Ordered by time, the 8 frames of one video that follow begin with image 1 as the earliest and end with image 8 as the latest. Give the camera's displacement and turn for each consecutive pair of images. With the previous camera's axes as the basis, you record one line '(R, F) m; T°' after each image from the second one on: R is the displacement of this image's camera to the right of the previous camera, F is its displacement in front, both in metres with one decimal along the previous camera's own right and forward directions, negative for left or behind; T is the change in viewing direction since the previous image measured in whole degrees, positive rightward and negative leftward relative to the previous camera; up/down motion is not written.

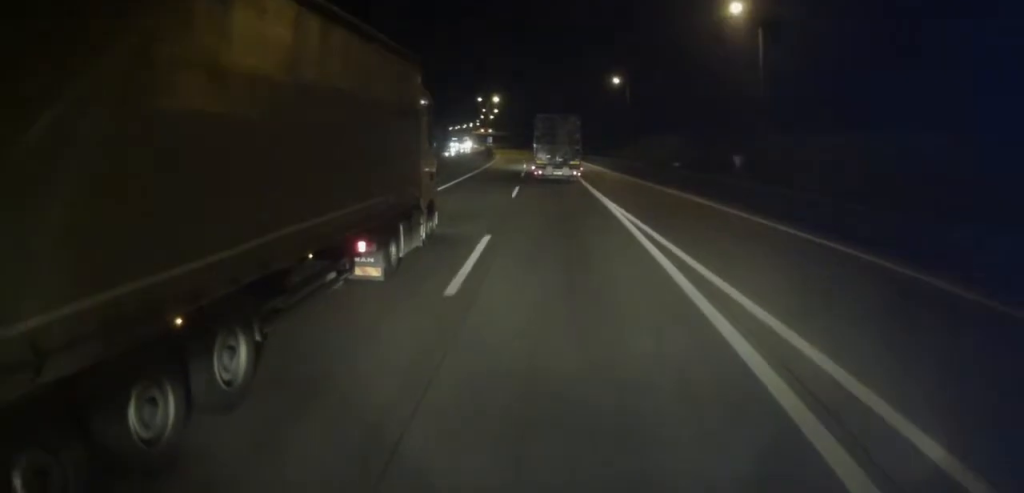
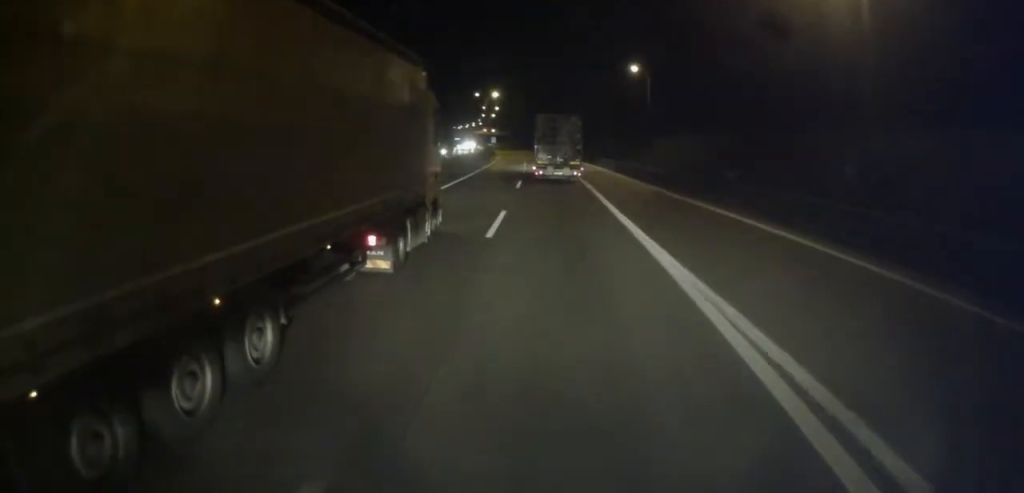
(0.0, +12.2) m; -1°
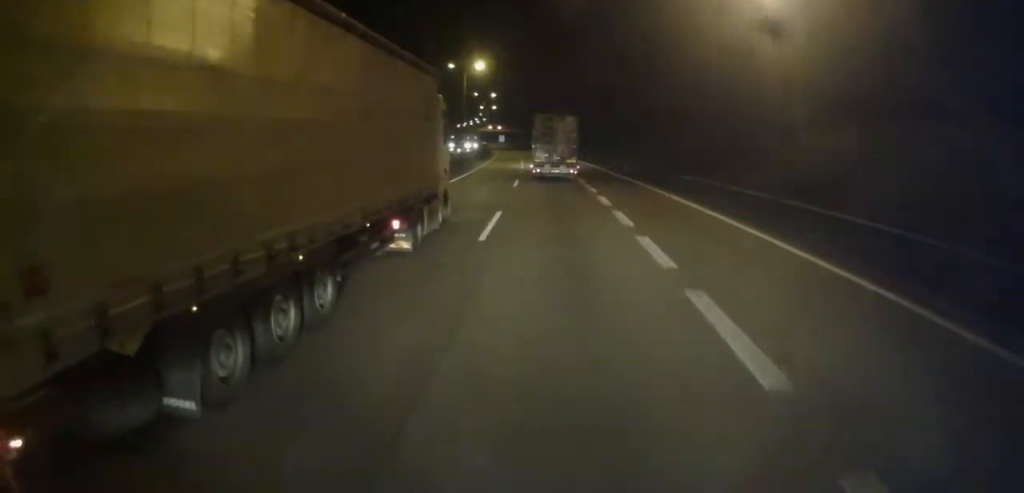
(-0.8, +39.2) m; -2°
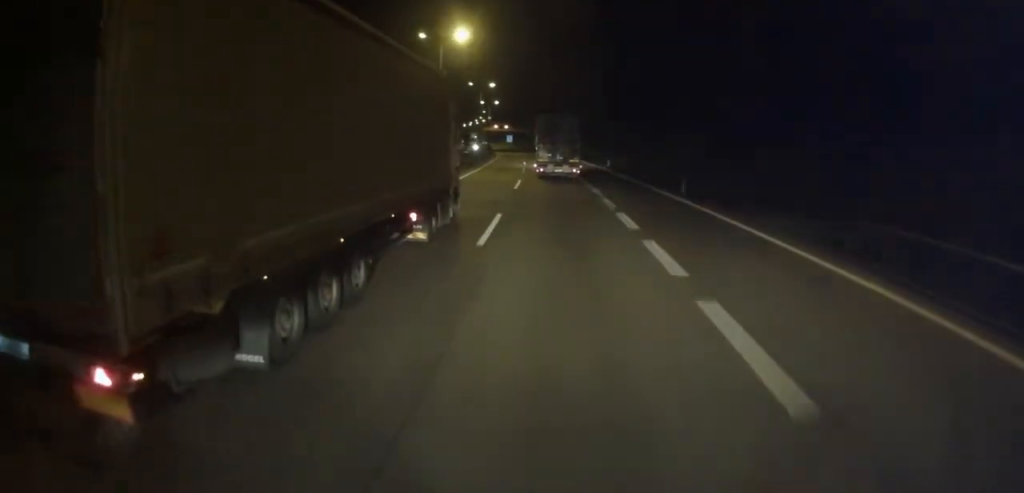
(-0.1, +20.8) m; -1°
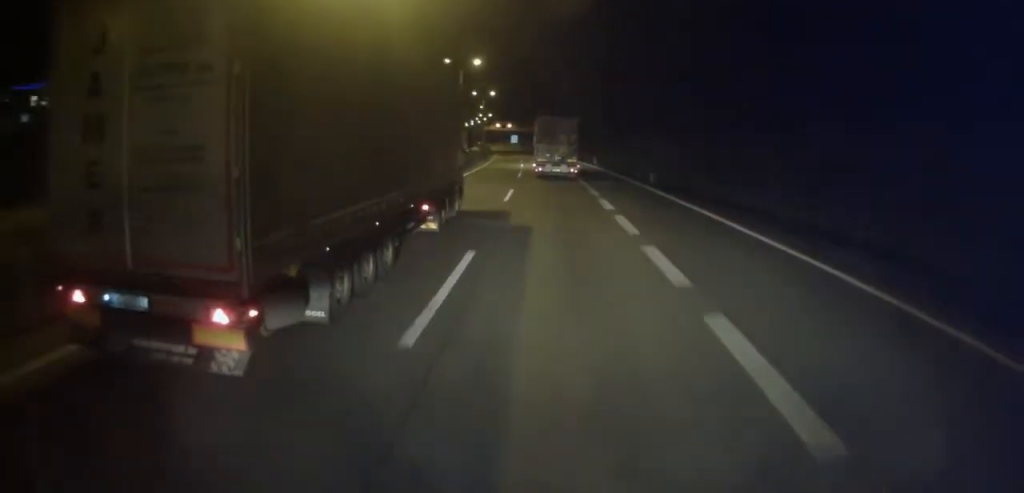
(-0.2, +26.9) m; 0°
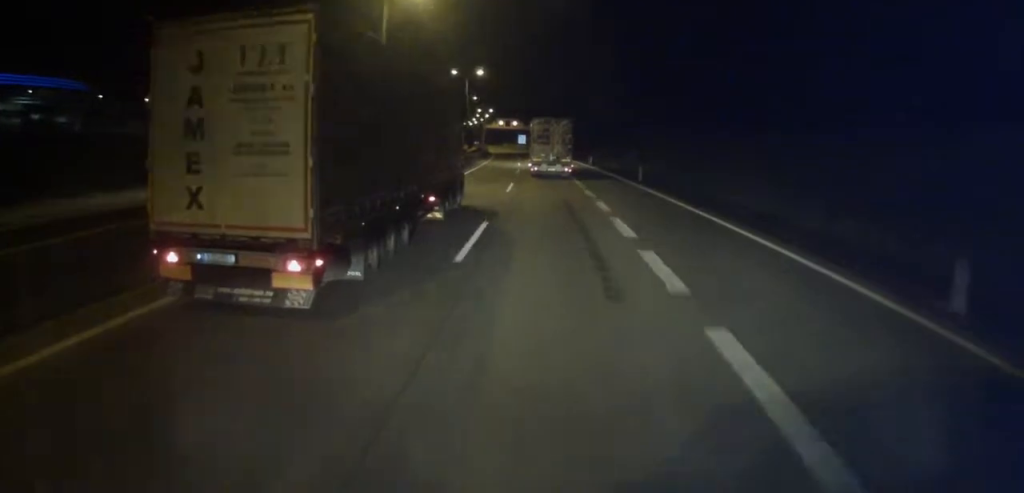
(-0.1, +33.2) m; -1°
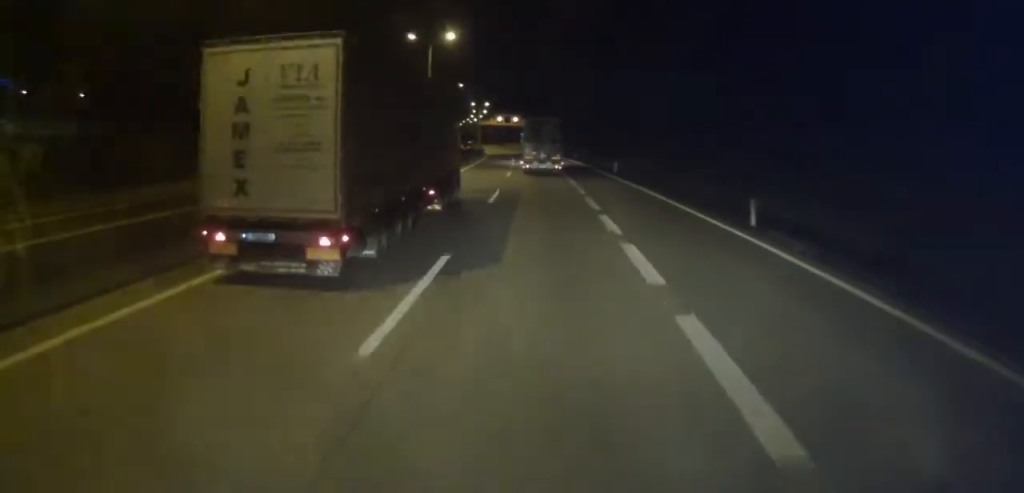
(-0.4, +24.5) m; 0°
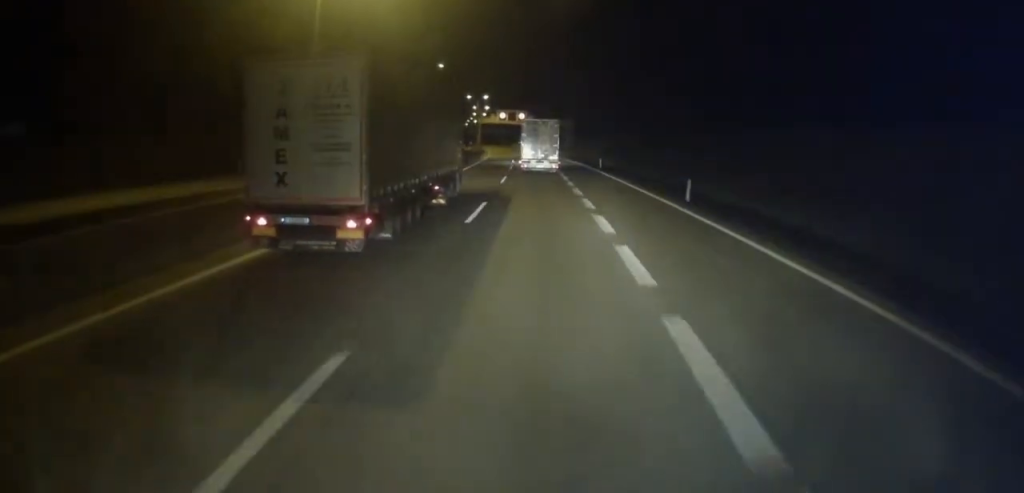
(+0.3, +24.3) m; -1°
